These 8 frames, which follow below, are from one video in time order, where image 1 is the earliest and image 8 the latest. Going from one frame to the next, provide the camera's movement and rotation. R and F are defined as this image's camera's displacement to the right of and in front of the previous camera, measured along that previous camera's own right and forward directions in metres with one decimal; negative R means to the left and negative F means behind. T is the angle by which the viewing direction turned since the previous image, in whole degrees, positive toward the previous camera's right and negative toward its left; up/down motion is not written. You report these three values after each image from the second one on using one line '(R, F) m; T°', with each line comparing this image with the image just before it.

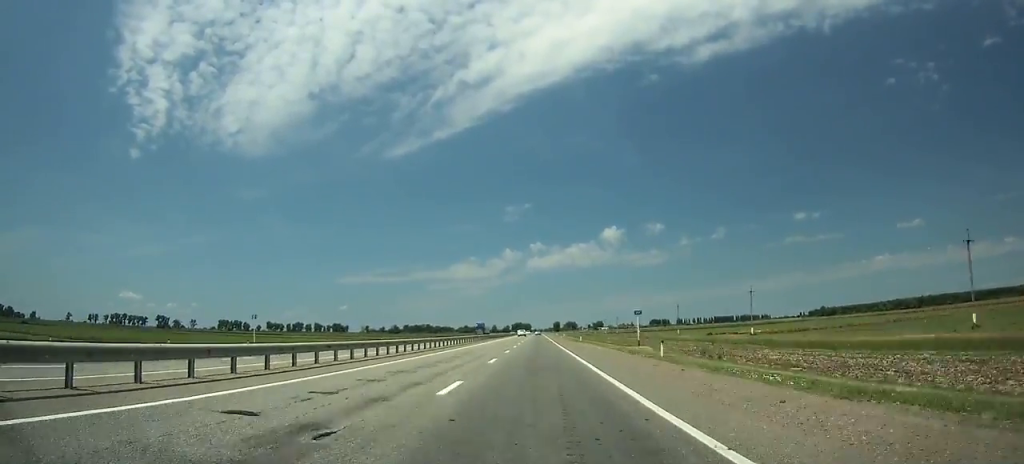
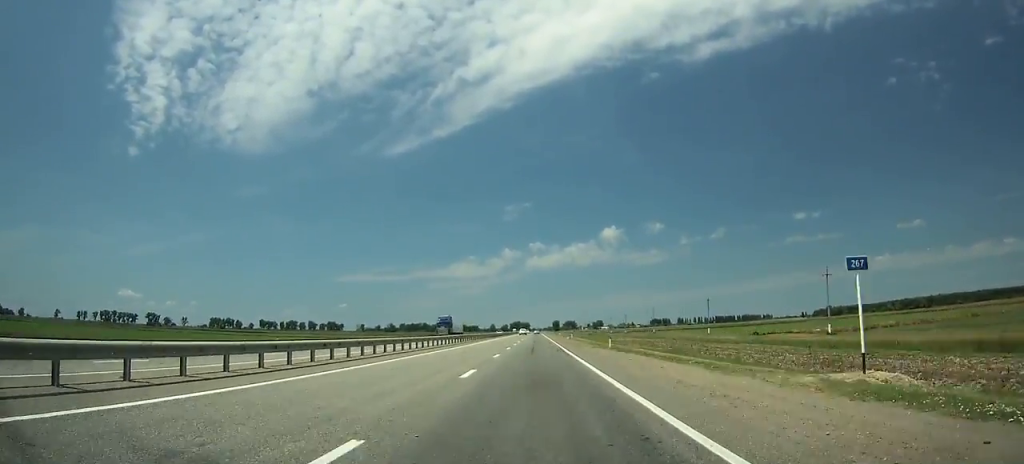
(0.0, +31.4) m; 0°
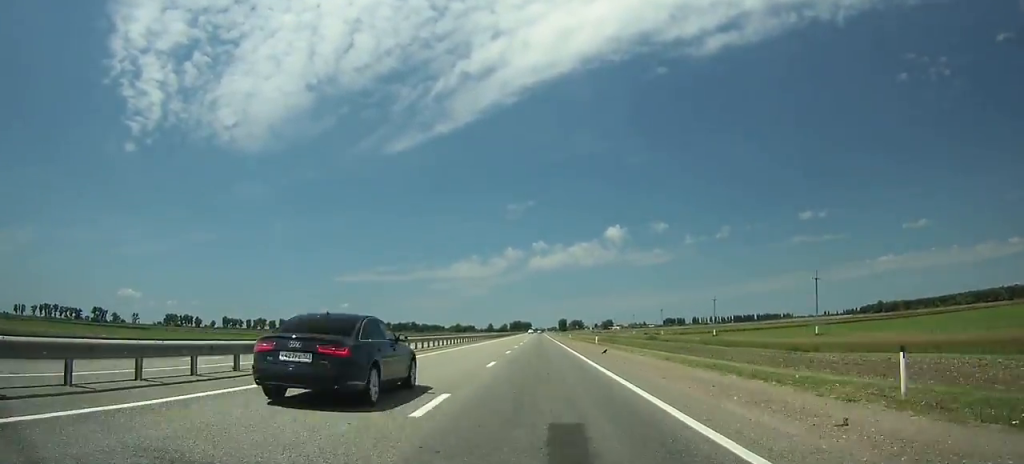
(-0.4, +187.7) m; 0°
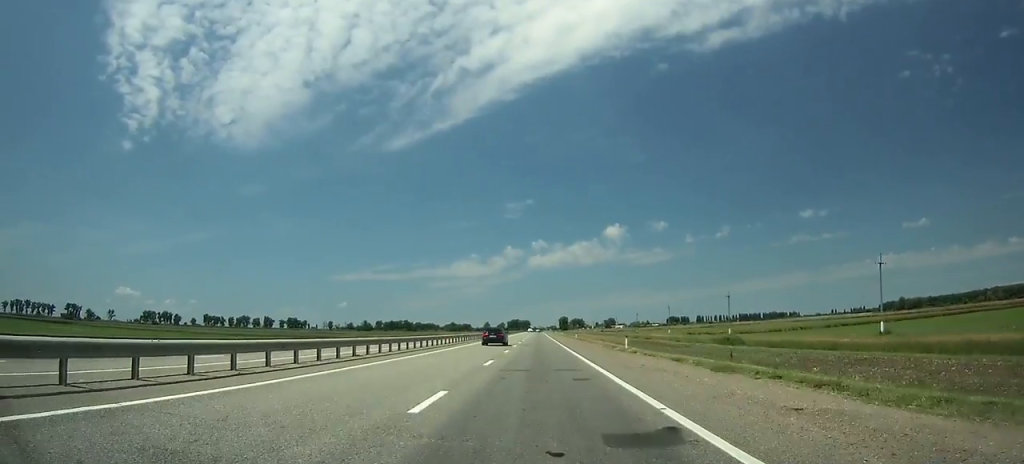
(-0.1, +72.8) m; 0°
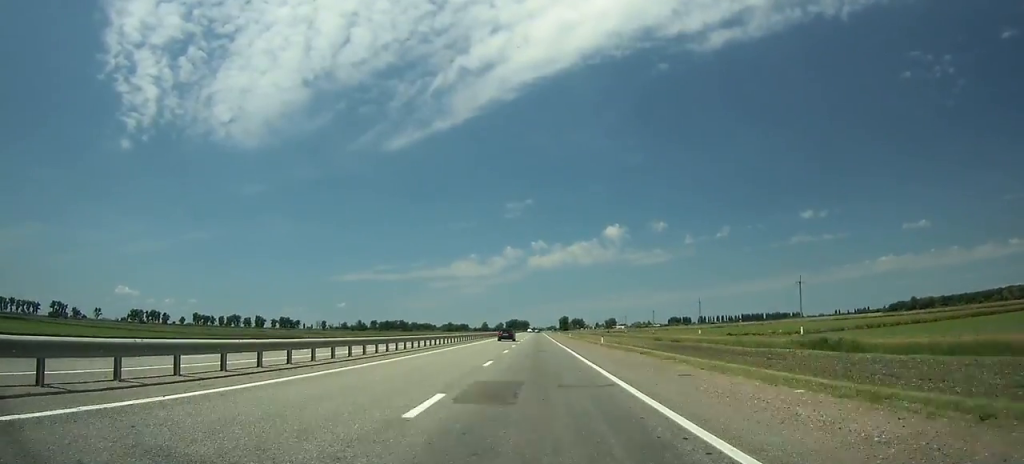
(0.0, +36.4) m; 0°
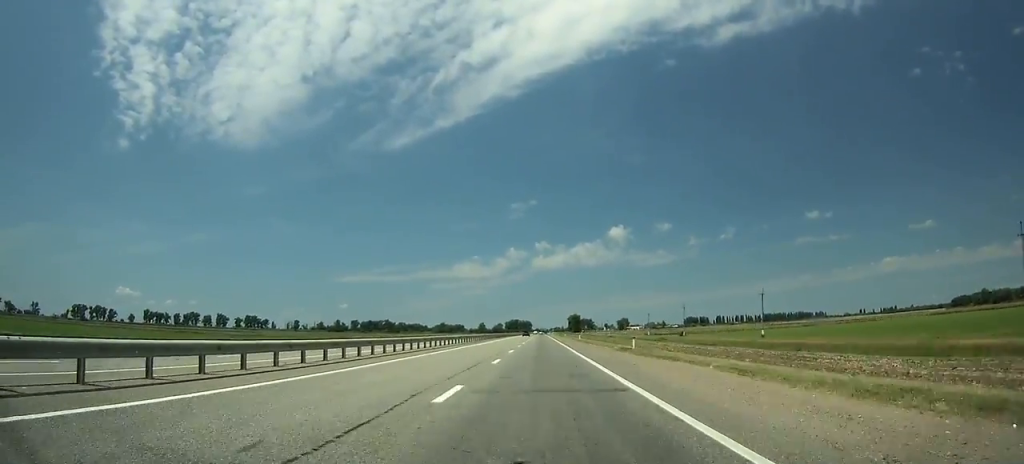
(+0.2, +166.1) m; 0°
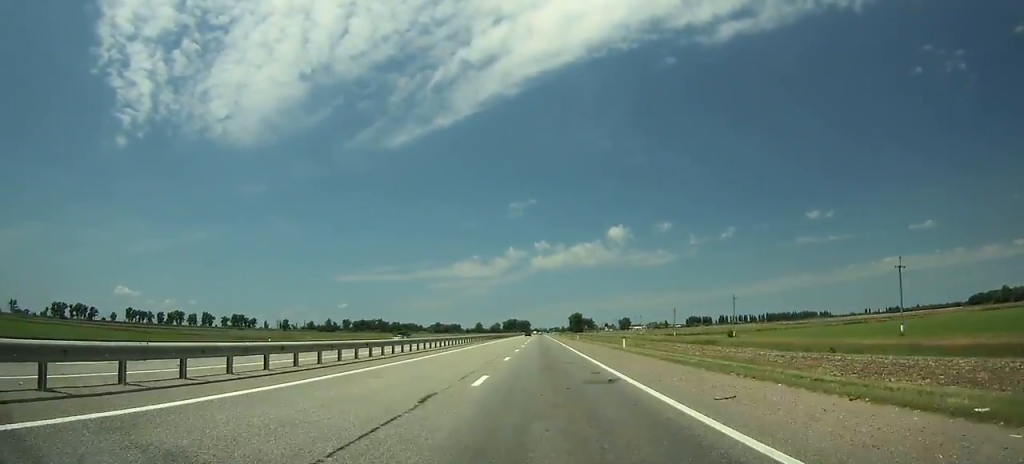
(0.0, +43.8) m; 0°
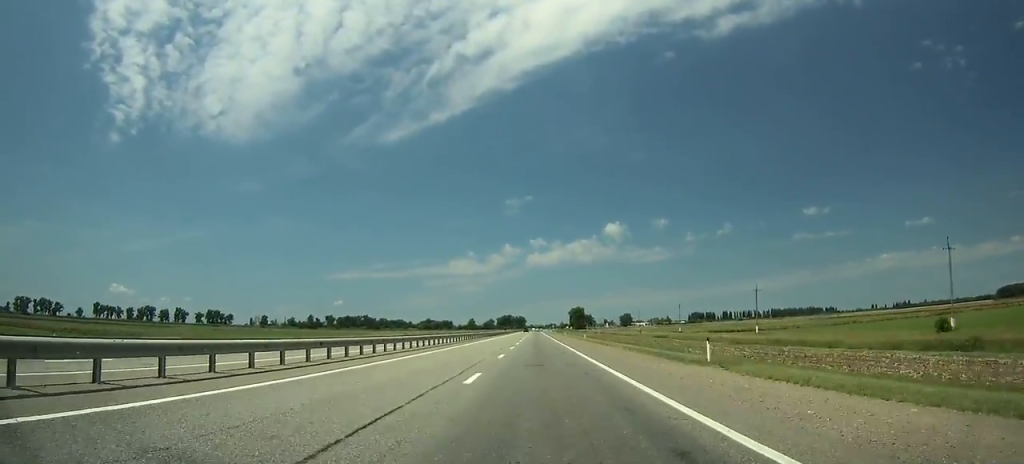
(+0.1, +71.8) m; 0°
